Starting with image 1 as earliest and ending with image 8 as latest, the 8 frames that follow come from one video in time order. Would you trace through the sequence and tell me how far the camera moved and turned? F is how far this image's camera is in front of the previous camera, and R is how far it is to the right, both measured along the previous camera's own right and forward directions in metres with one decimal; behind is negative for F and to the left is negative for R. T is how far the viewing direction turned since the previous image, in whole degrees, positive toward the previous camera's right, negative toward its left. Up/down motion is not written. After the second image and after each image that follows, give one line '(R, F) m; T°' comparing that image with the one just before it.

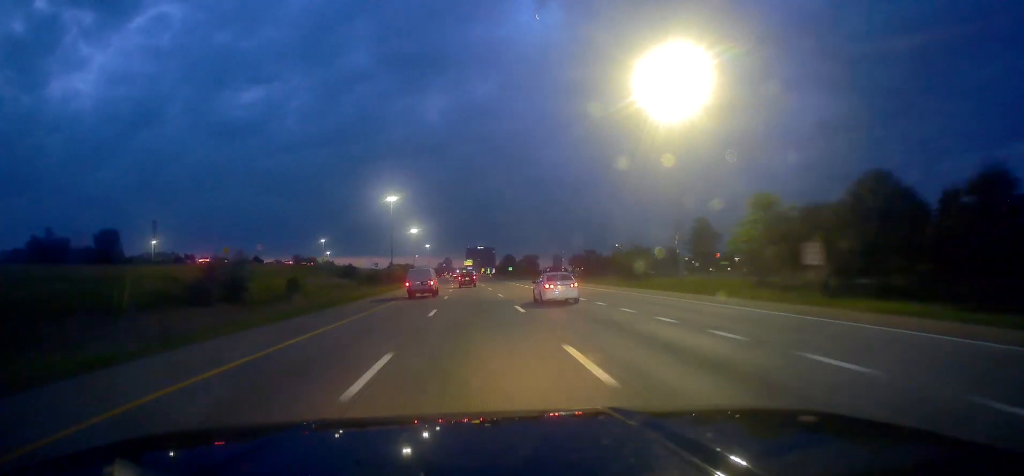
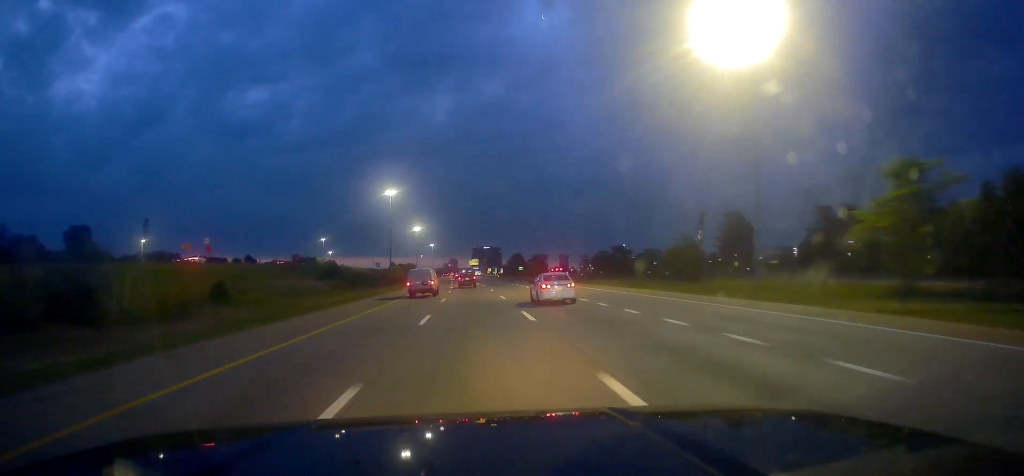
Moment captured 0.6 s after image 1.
(-0.1, +18.8) m; -1°
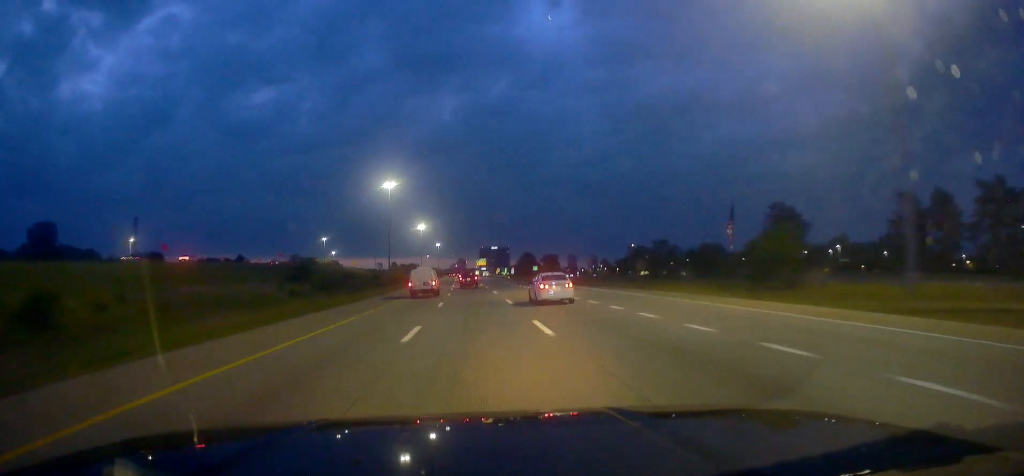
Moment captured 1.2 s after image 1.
(-0.3, +20.0) m; -1°
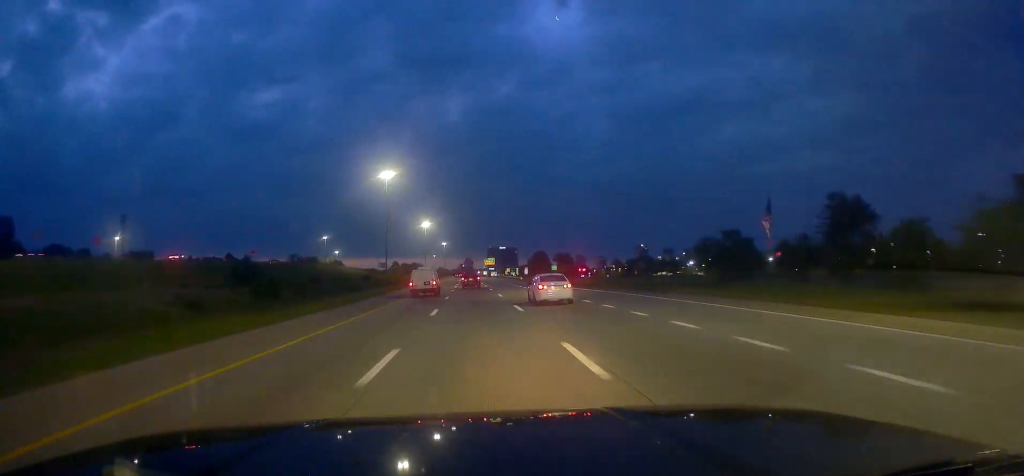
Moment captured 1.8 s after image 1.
(-0.1, +21.2) m; 0°
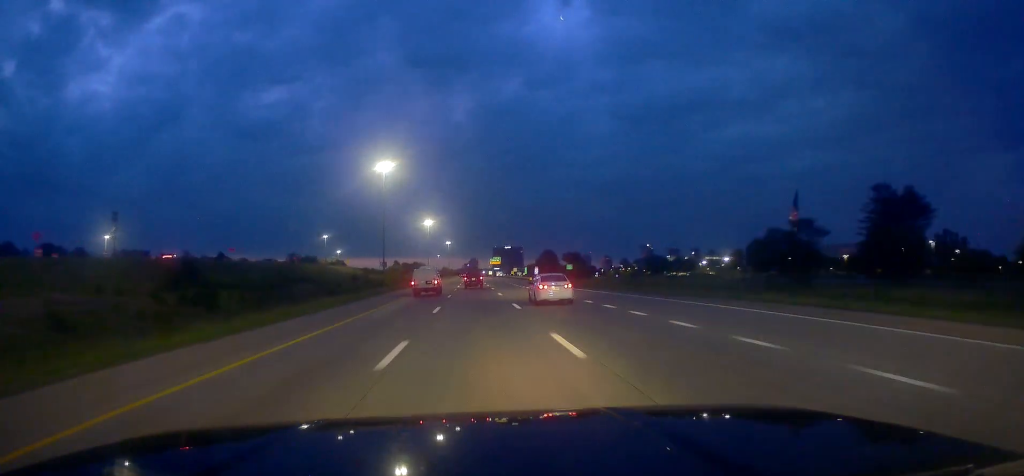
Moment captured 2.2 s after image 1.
(0.0, +13.4) m; 0°
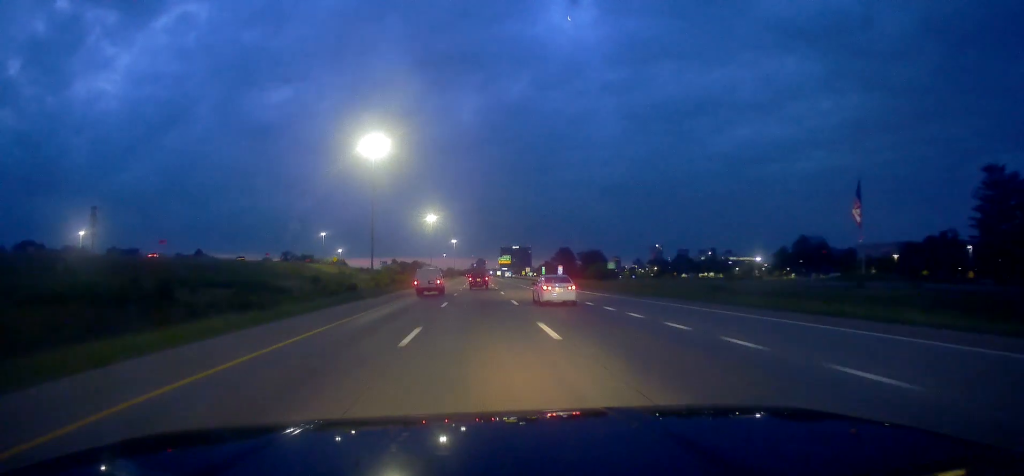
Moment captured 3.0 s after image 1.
(0.0, +26.8) m; -1°
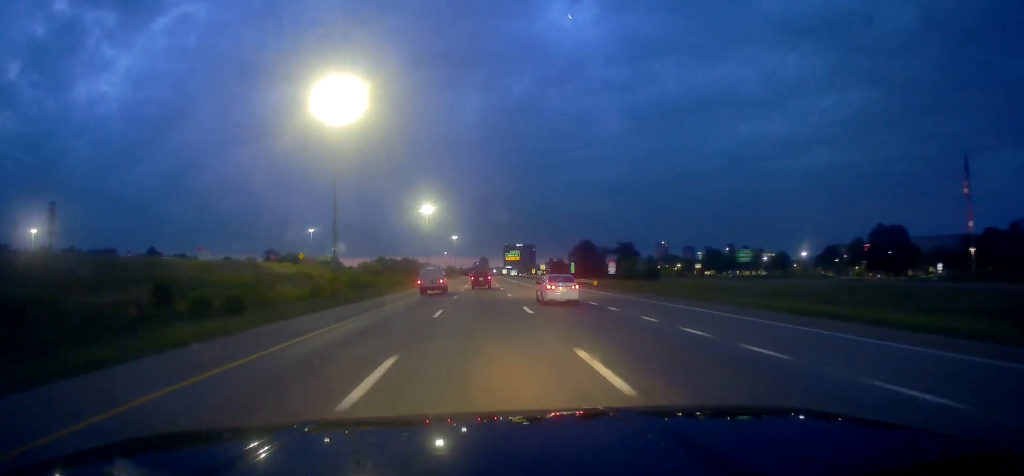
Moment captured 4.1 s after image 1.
(-0.7, +36.9) m; -2°
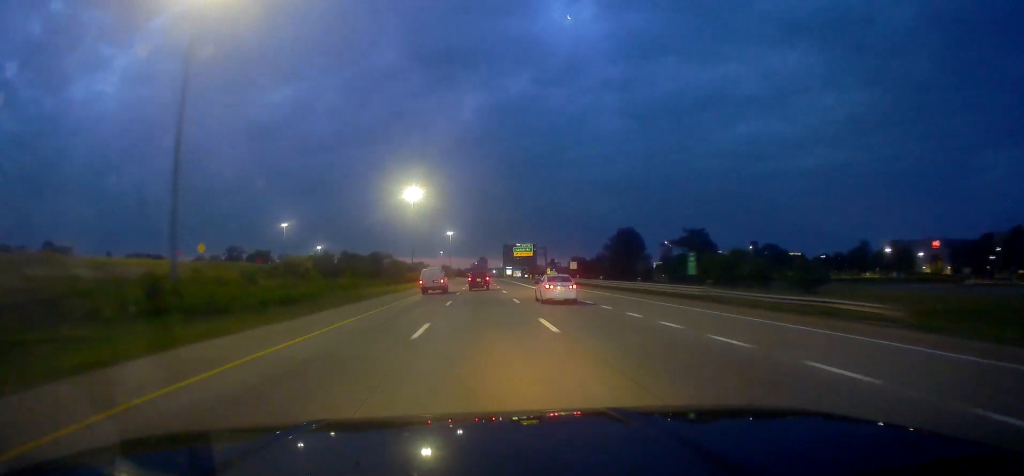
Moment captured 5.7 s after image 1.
(-0.6, +54.8) m; -1°
